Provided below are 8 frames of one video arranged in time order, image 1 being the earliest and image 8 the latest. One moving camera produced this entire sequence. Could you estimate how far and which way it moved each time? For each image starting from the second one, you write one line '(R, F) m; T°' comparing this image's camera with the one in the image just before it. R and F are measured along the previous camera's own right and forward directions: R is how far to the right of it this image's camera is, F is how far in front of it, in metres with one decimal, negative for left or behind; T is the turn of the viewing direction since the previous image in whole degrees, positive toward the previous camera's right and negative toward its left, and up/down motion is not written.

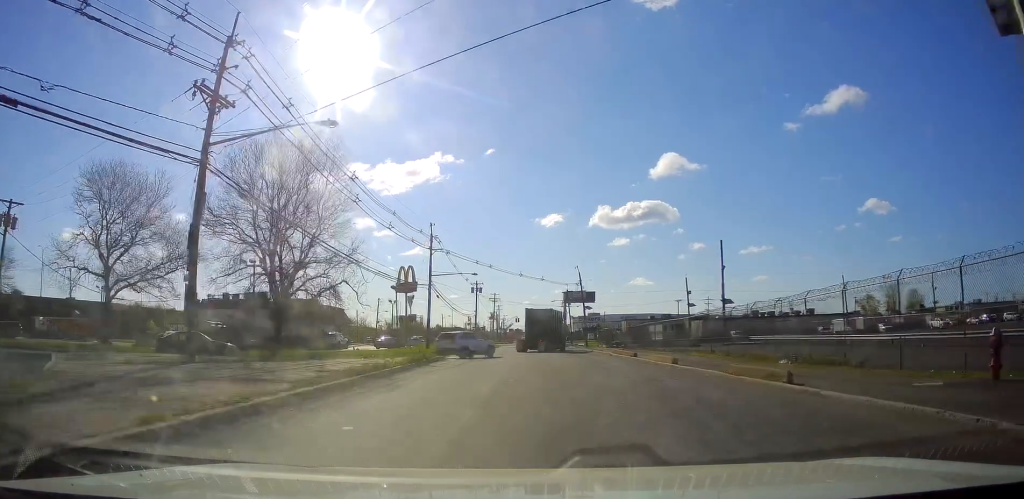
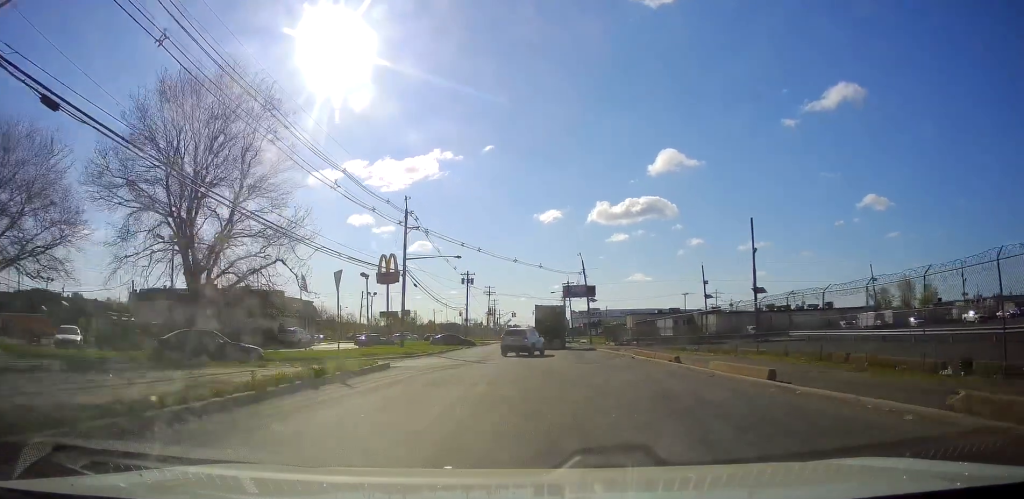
(+0.2, +10.7) m; -1°
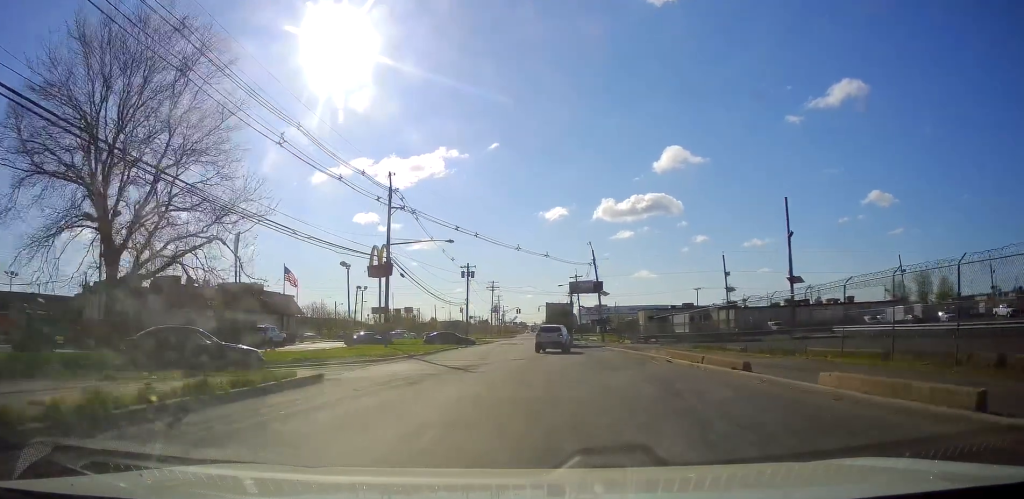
(-0.3, +7.7) m; 0°
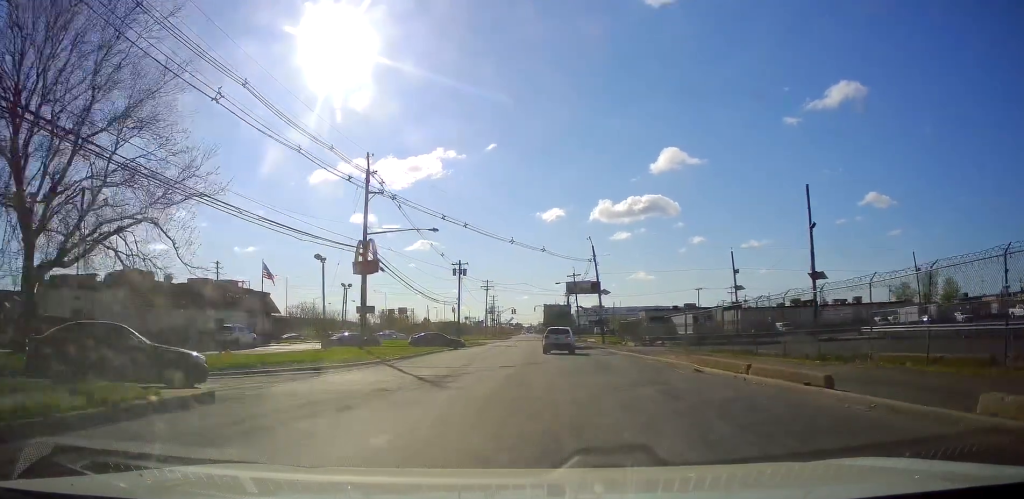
(+0.1, +5.1) m; 0°
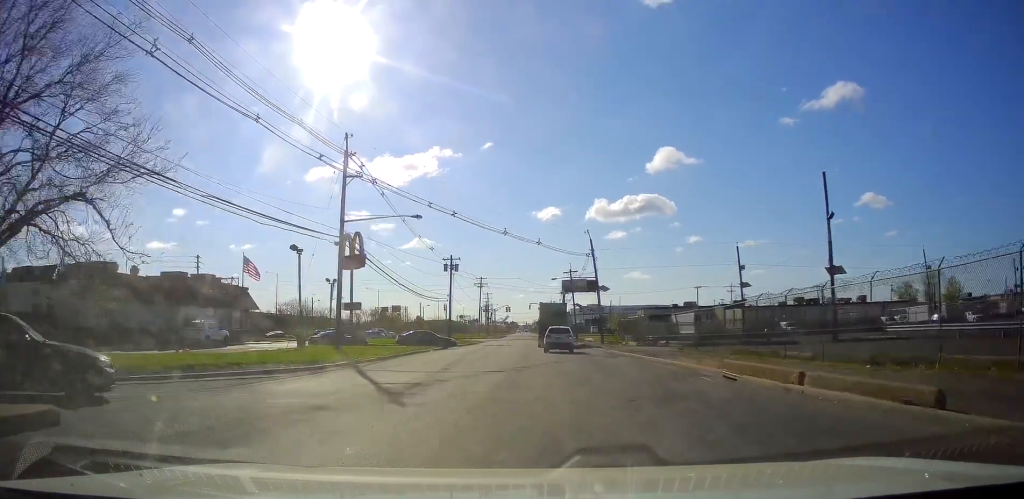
(+0.2, +3.8) m; 0°
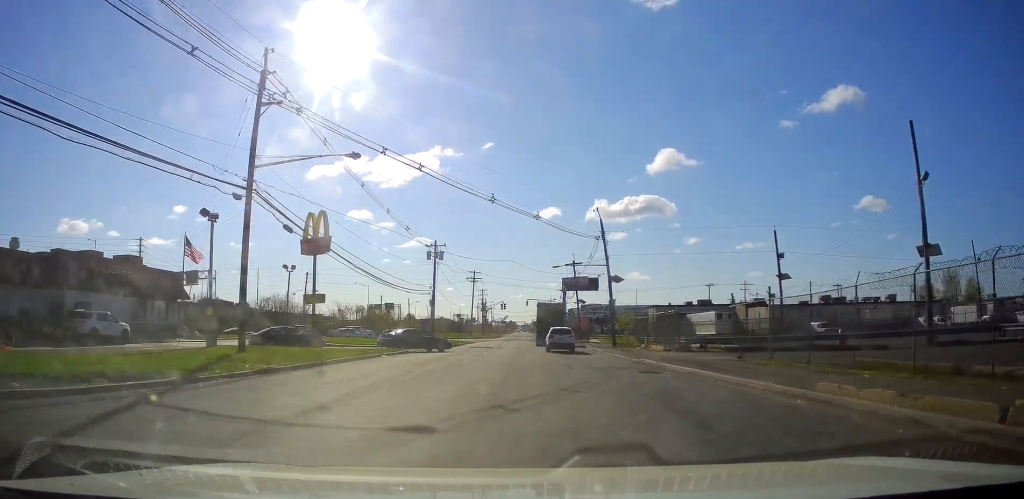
(-0.7, +11.5) m; -2°
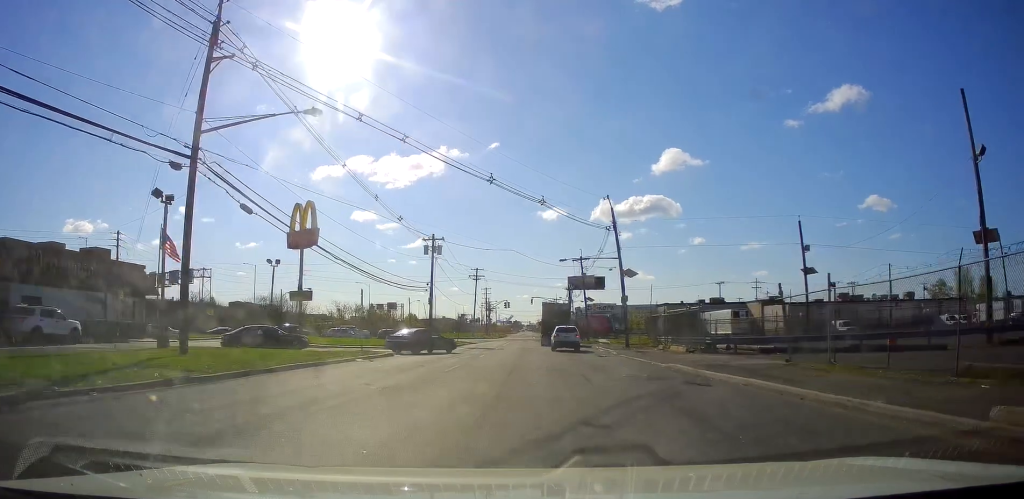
(-0.1, +4.3) m; +1°
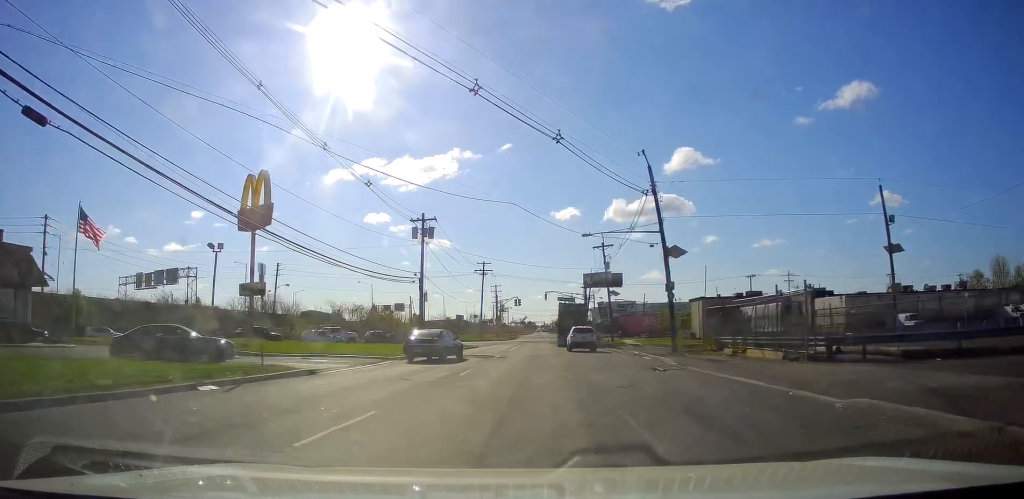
(+0.4, +12.4) m; 0°
